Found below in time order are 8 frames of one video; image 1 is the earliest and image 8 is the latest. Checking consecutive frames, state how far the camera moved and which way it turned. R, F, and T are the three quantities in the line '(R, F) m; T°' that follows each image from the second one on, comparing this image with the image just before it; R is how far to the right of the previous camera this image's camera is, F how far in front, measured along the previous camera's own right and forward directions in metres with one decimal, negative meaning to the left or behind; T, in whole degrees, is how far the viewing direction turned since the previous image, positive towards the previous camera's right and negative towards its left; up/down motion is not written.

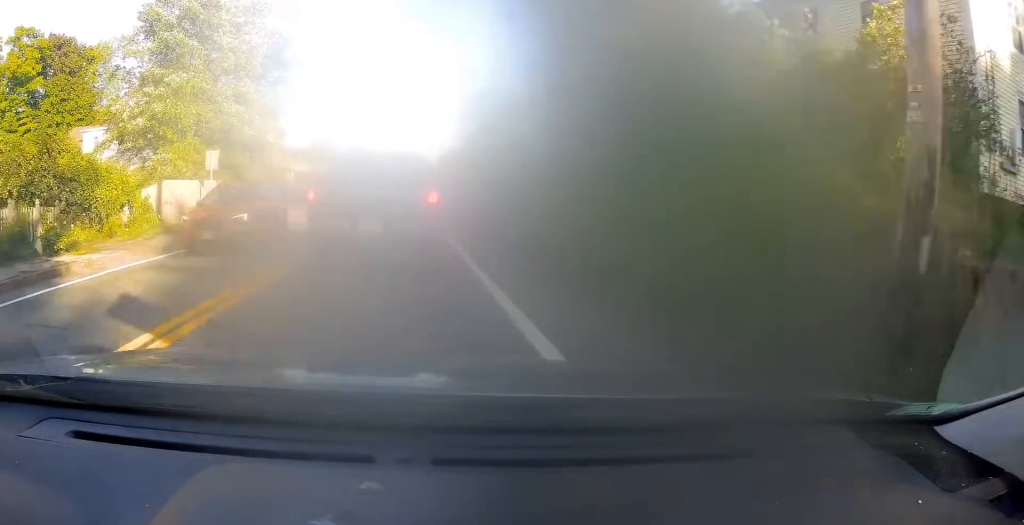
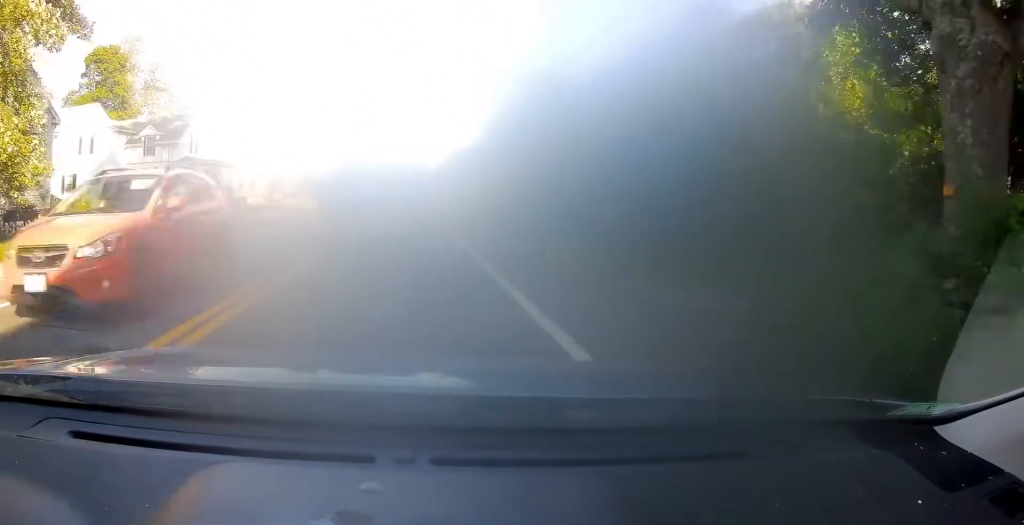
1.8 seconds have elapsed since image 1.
(-0.7, +22.5) m; 0°
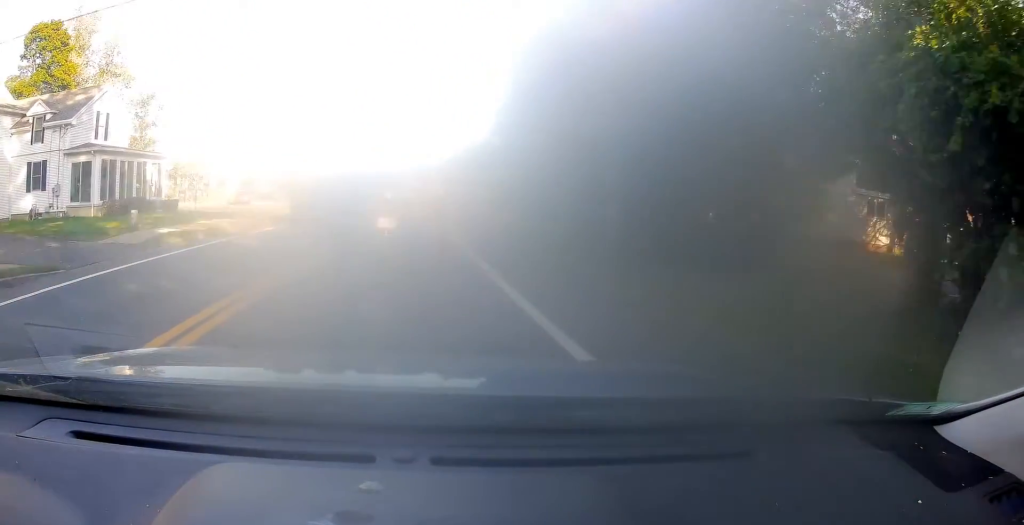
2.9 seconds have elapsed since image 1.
(+0.4, +13.1) m; +2°
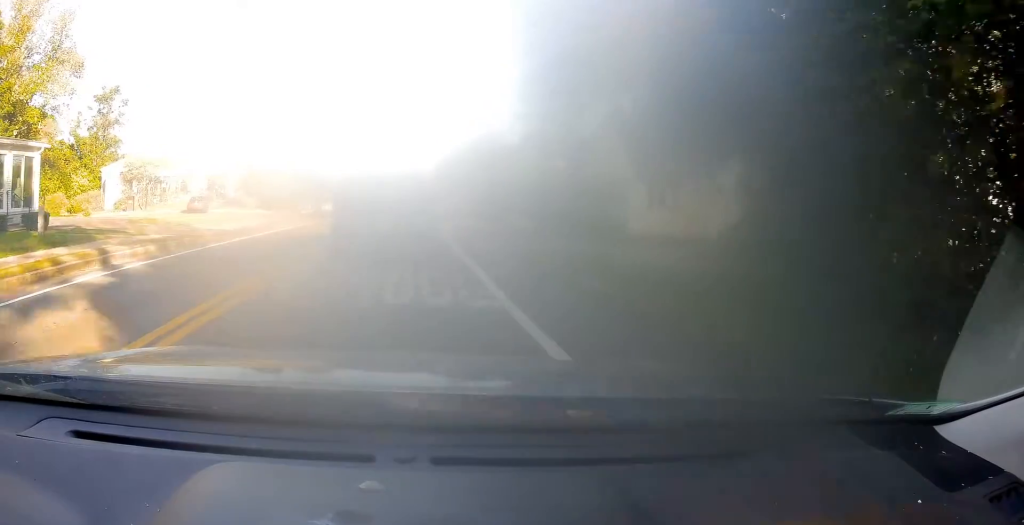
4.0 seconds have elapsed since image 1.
(-0.1, +12.7) m; -2°
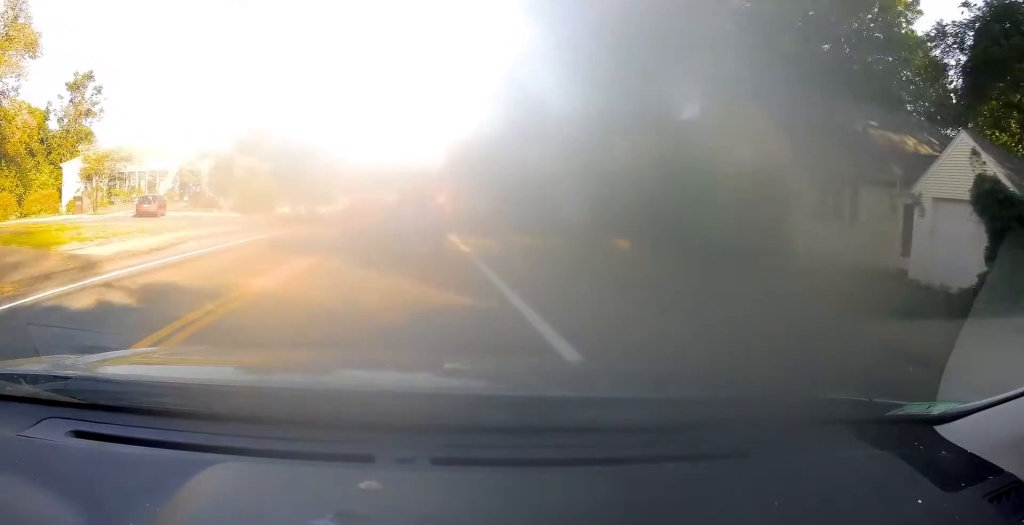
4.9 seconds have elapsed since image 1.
(-0.2, +11.5) m; 0°
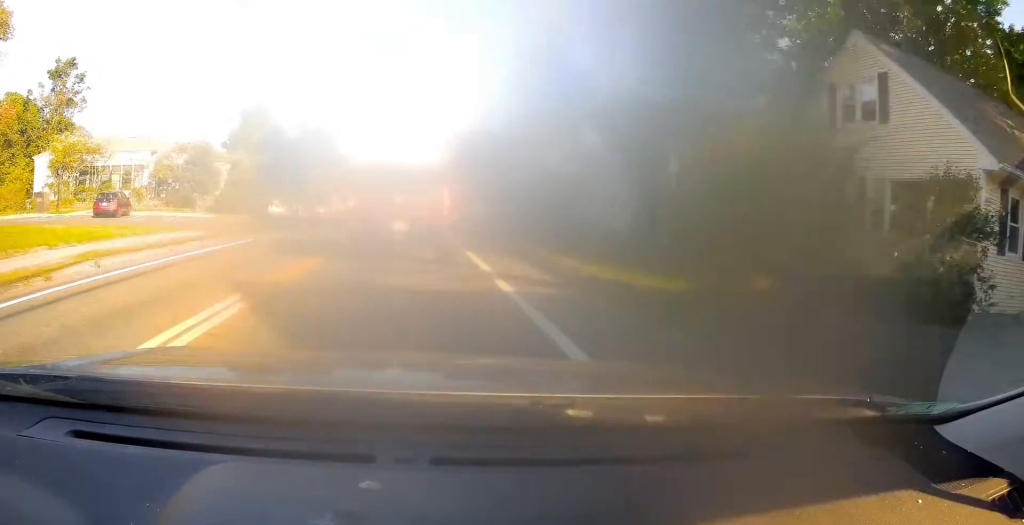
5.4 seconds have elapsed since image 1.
(0.0, +6.7) m; 0°
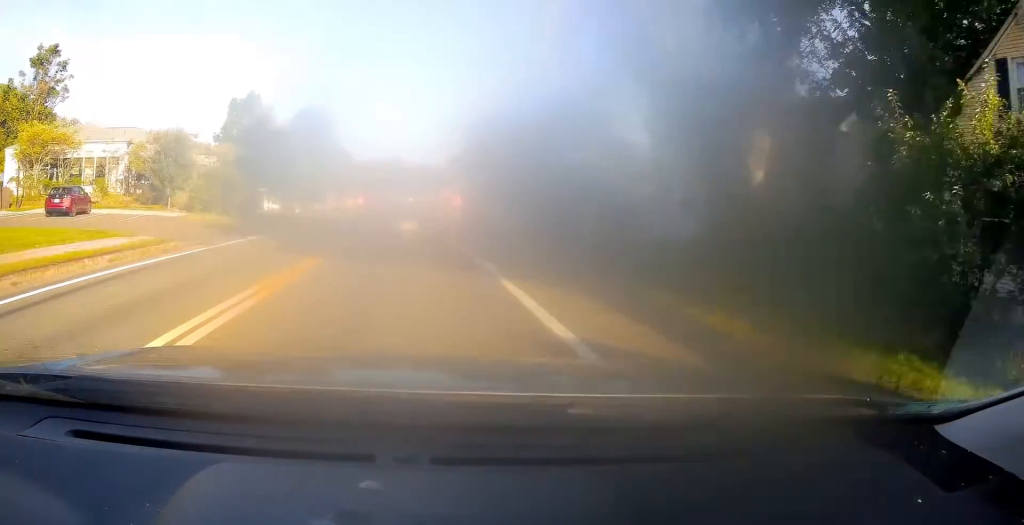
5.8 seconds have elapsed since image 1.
(+0.1, +5.1) m; 0°
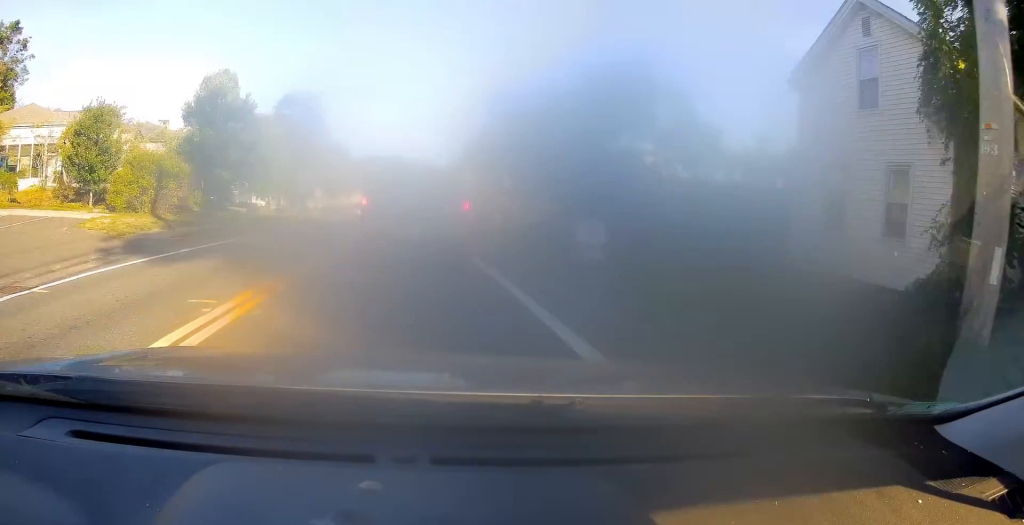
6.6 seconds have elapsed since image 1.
(0.0, +9.3) m; -1°
